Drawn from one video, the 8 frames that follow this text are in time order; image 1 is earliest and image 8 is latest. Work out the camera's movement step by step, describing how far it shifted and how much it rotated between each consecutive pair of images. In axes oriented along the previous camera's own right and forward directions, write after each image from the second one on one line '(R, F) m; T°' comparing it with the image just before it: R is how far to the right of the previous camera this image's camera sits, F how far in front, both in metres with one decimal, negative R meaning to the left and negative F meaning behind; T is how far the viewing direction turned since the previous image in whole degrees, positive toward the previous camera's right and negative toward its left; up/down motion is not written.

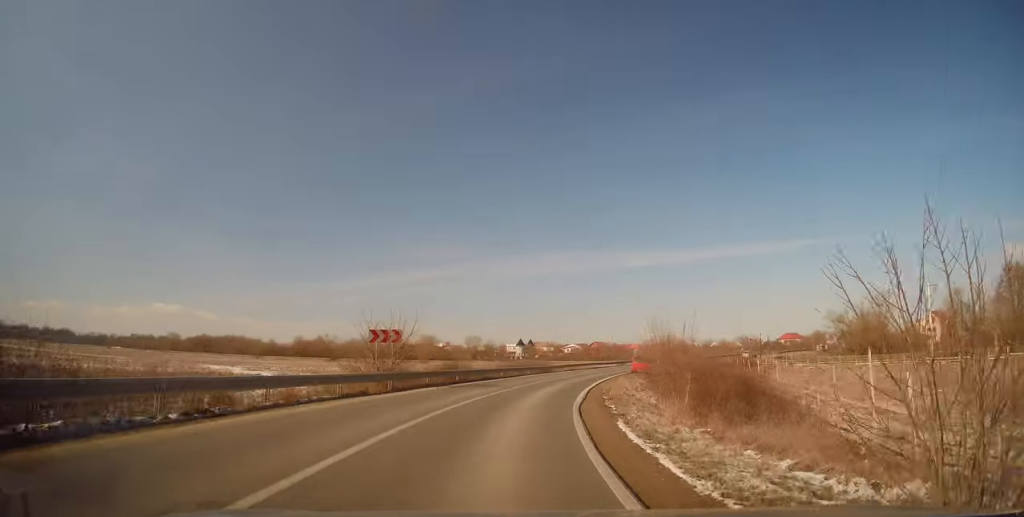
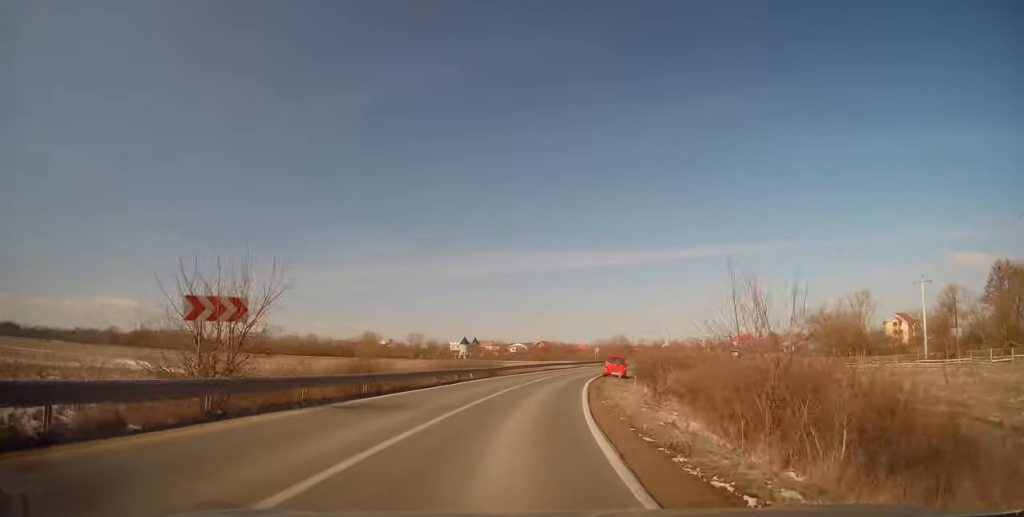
(0.0, +10.4) m; +5°
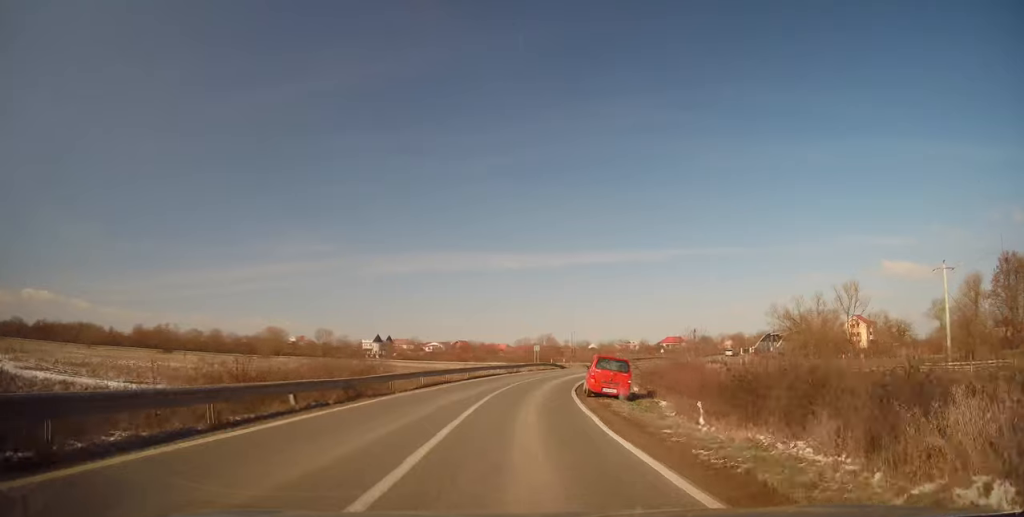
(+2.3, +19.2) m; +11°
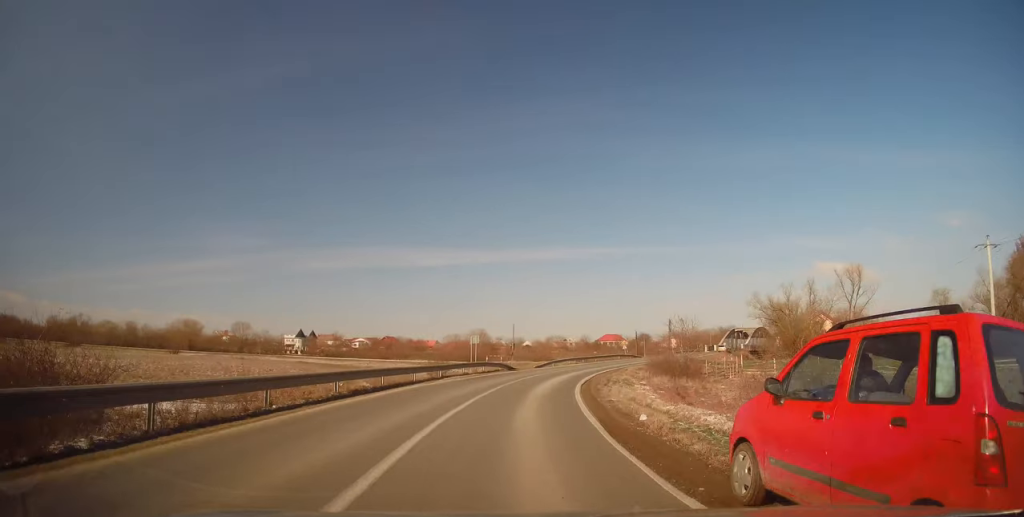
(+1.1, +16.8) m; +7°
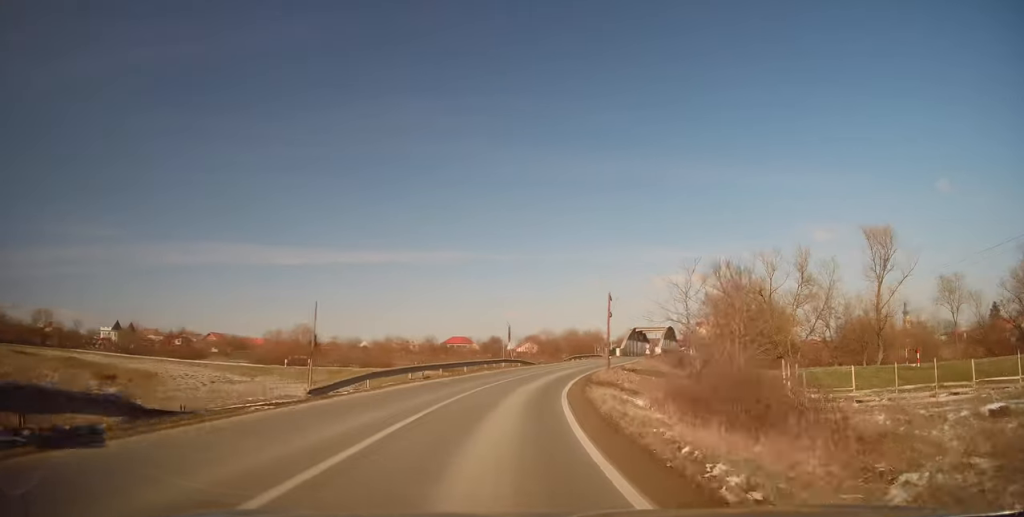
(+4.4, +31.9) m; +17°
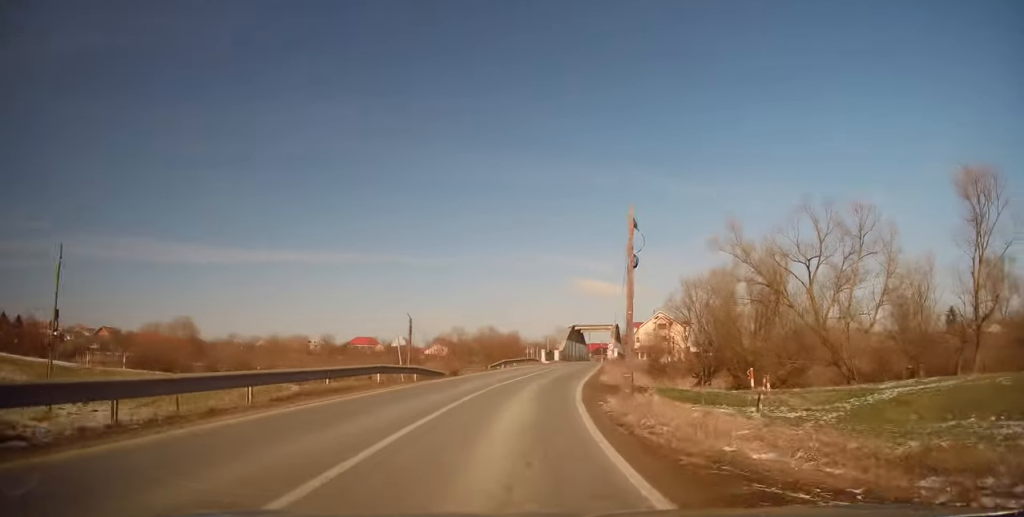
(+1.7, +20.0) m; +8°
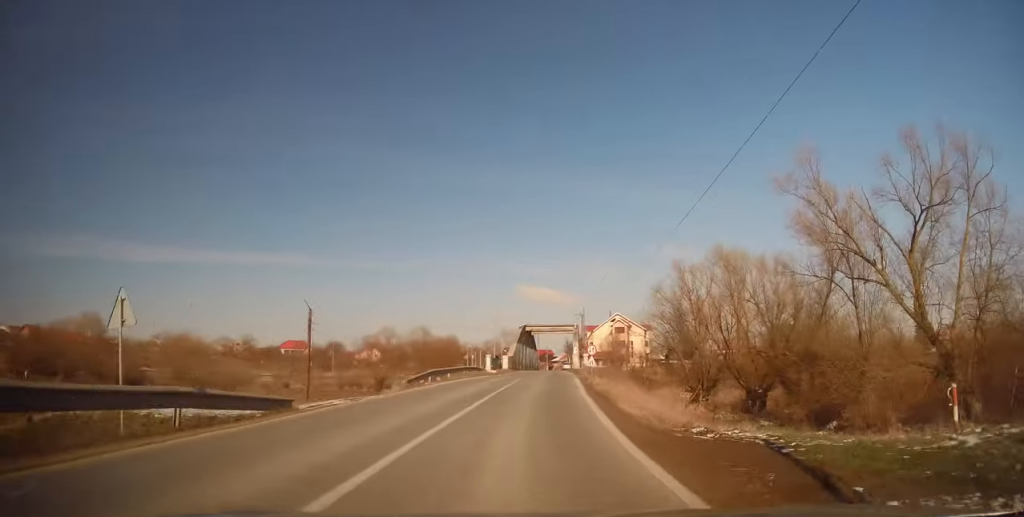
(+0.7, +14.2) m; +6°
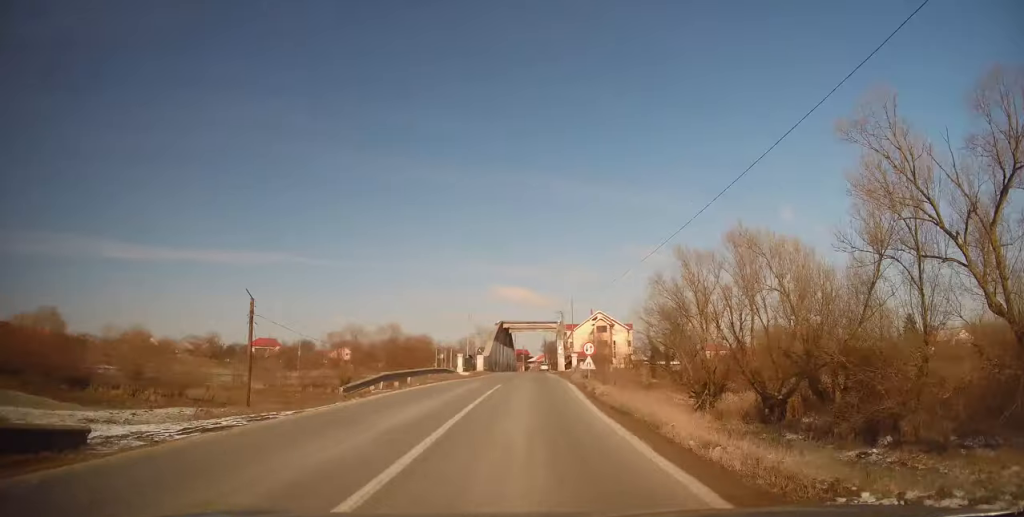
(+0.1, +6.0) m; +3°
